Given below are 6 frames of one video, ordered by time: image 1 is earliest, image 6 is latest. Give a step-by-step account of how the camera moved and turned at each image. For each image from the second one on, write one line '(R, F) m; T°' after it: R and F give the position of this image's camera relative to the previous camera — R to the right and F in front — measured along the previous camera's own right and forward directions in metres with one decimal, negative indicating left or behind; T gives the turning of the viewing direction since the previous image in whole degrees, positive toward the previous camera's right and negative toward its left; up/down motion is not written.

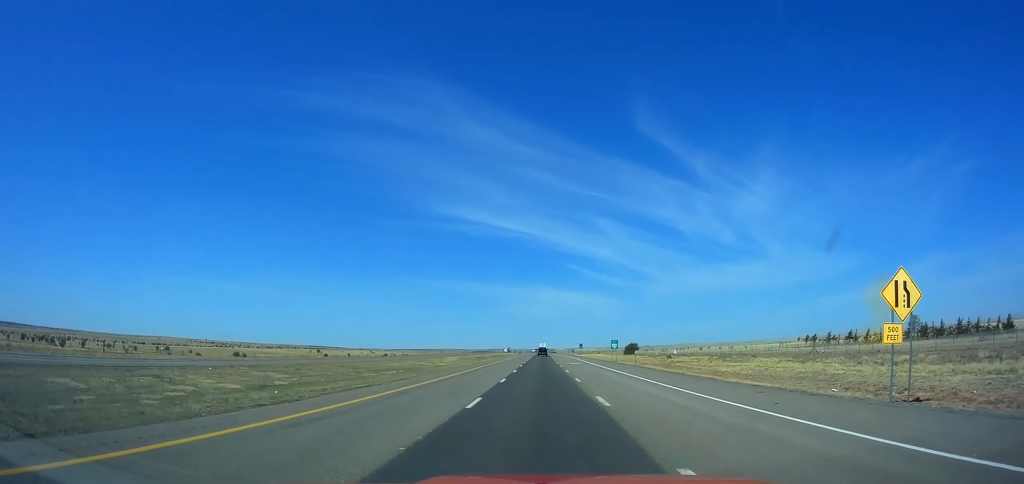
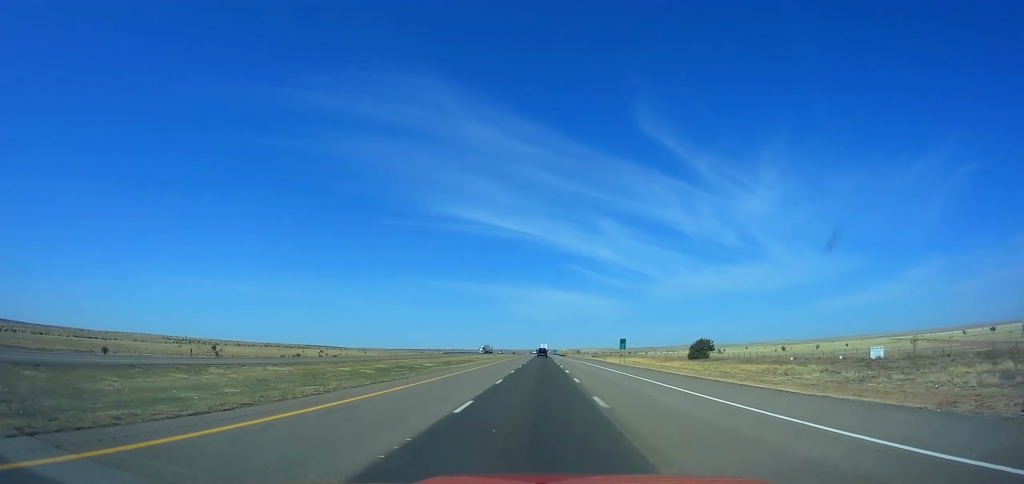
(+0.4, +85.8) m; 0°
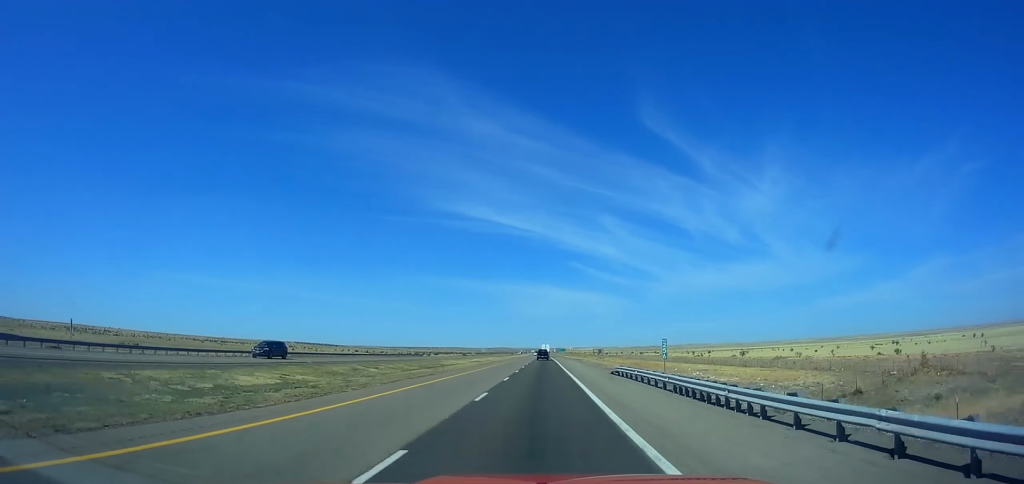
(-1.8, +225.6) m; -1°
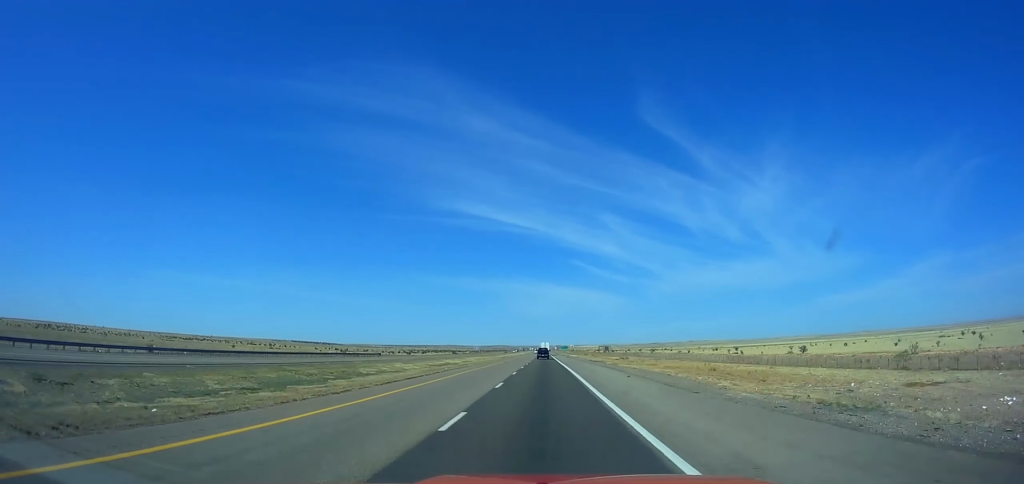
(+0.4, +43.1) m; 0°
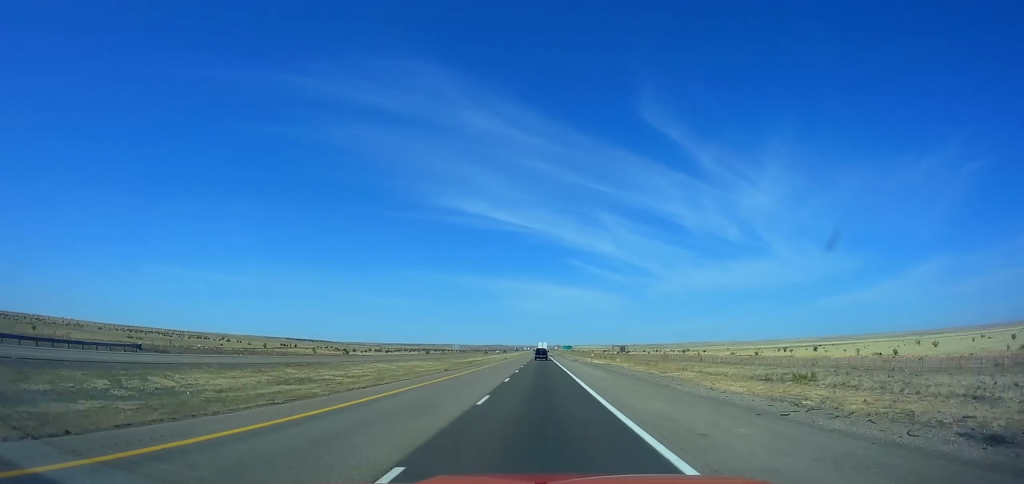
(+0.1, +79.0) m; 0°
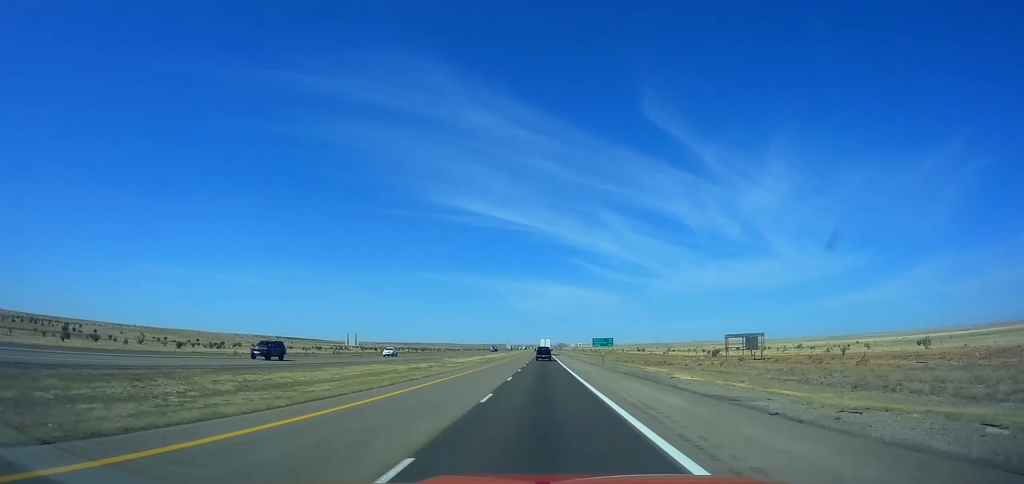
(+0.3, +168.8) m; 0°
